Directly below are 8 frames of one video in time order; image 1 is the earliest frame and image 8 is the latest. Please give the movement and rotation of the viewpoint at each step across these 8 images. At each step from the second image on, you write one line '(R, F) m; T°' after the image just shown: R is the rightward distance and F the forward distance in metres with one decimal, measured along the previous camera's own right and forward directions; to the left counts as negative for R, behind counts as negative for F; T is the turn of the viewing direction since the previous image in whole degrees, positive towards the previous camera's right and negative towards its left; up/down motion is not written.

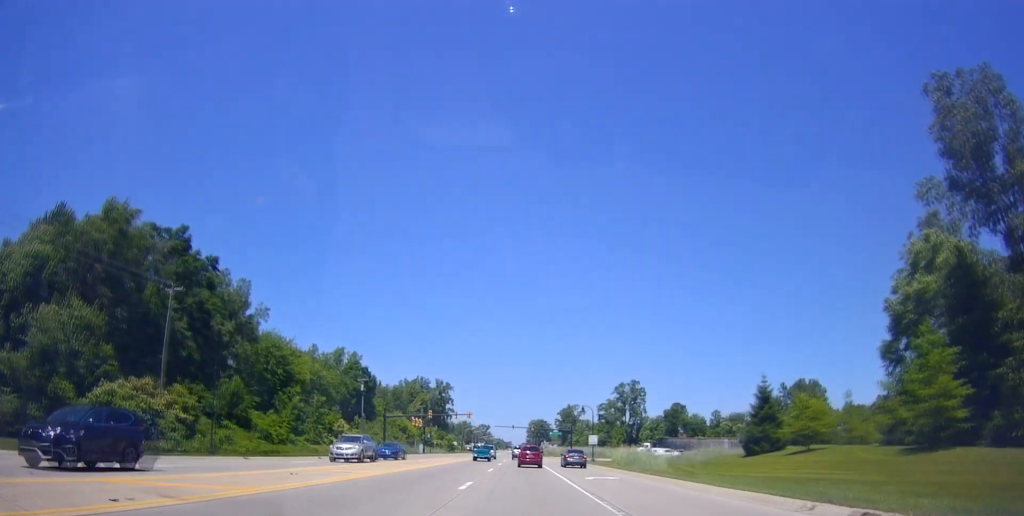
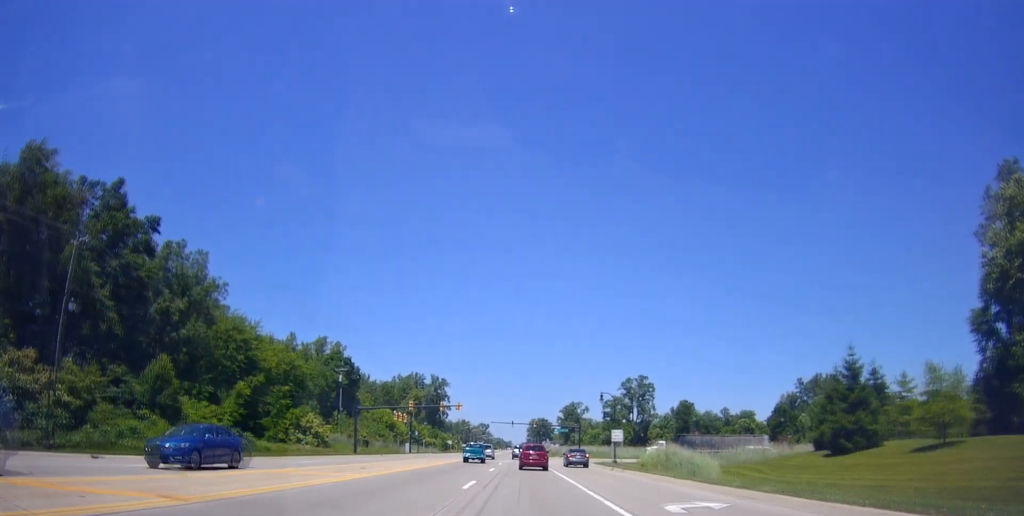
(0.0, +15.6) m; 0°
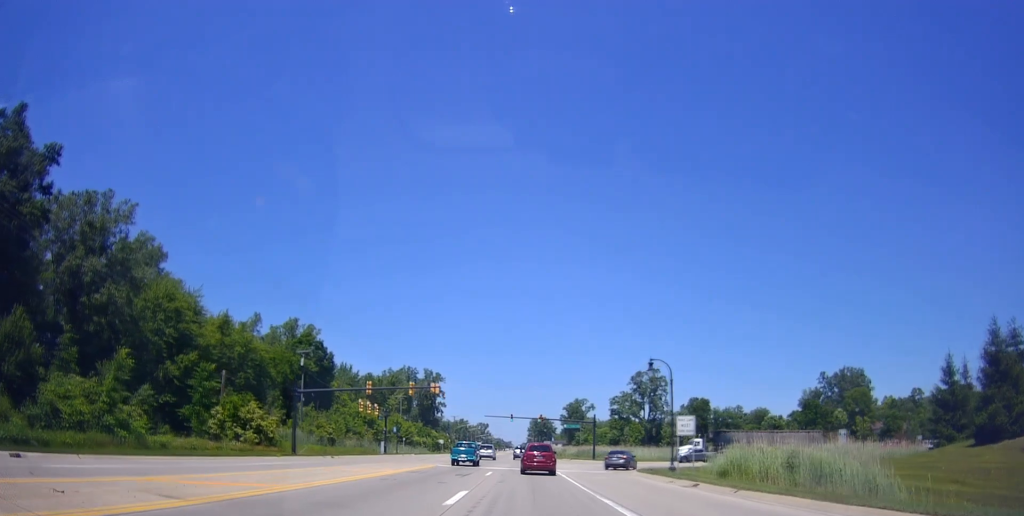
(0.0, +20.2) m; 0°
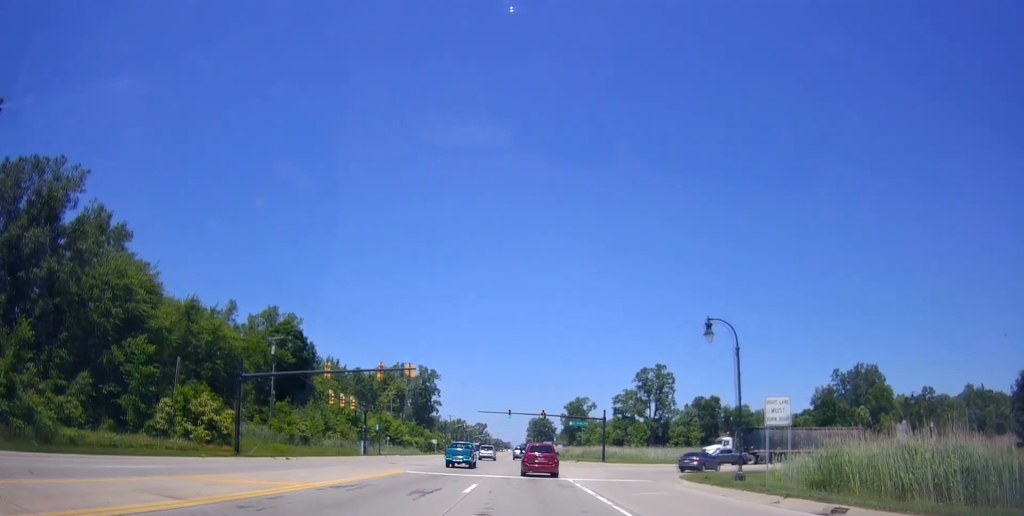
(0.0, +10.5) m; 0°
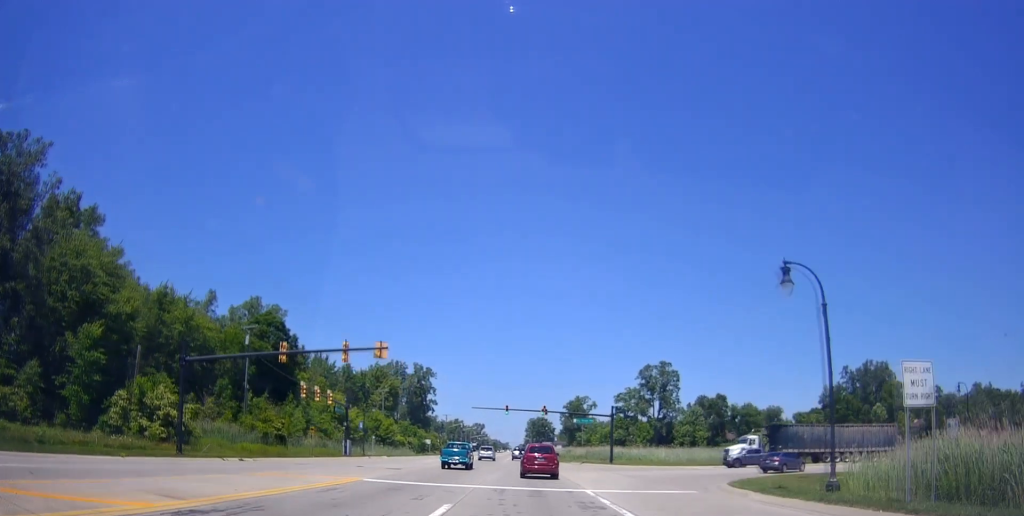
(0.0, +7.3) m; 0°
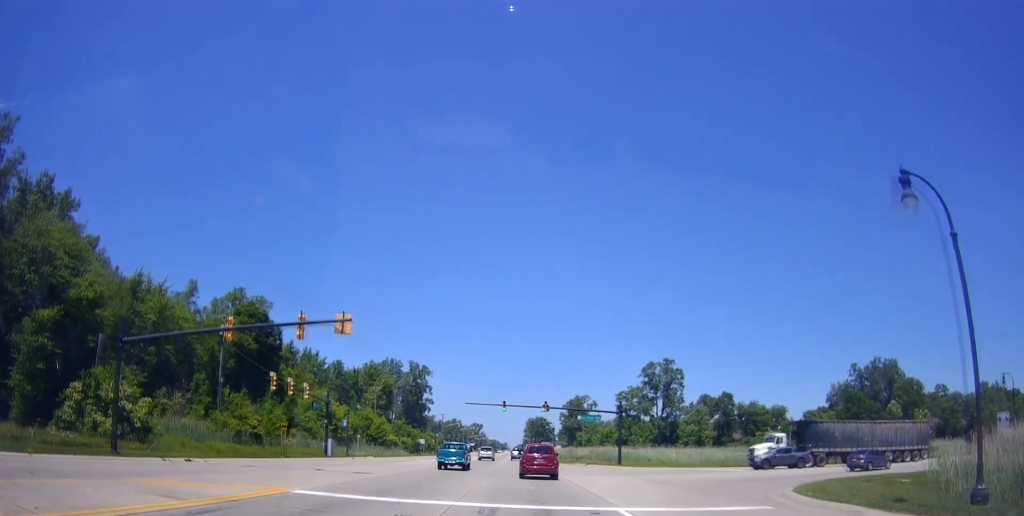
(0.0, +6.2) m; 0°
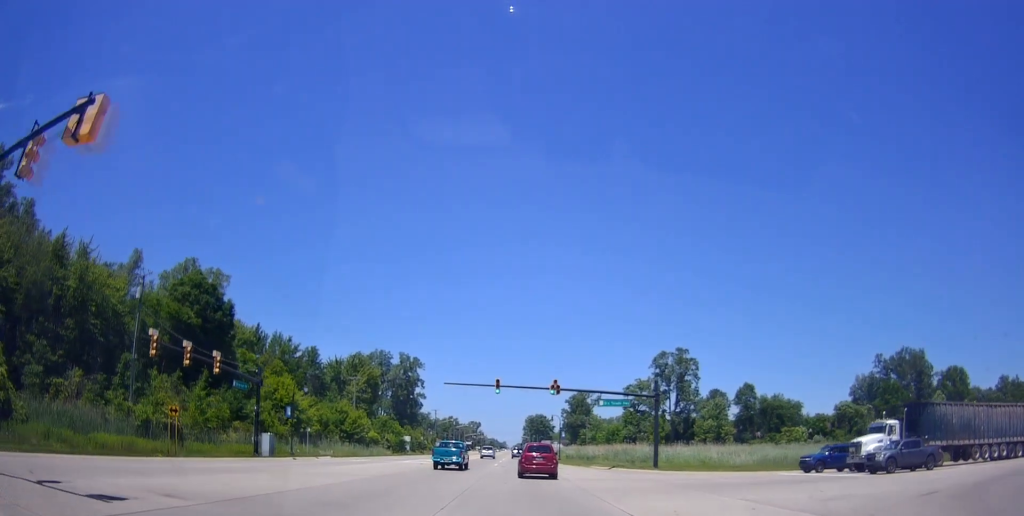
(0.0, +15.7) m; 0°
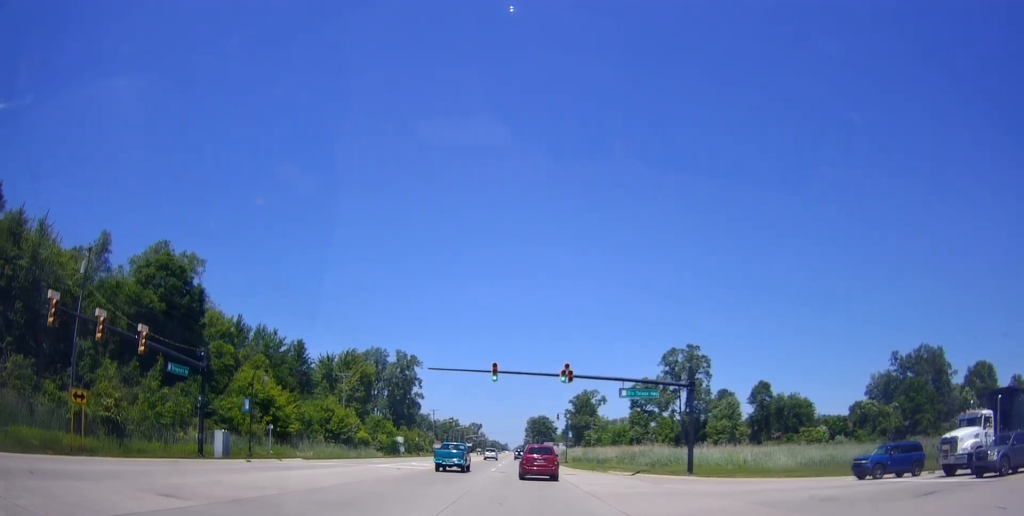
(0.0, +8.3) m; 0°
